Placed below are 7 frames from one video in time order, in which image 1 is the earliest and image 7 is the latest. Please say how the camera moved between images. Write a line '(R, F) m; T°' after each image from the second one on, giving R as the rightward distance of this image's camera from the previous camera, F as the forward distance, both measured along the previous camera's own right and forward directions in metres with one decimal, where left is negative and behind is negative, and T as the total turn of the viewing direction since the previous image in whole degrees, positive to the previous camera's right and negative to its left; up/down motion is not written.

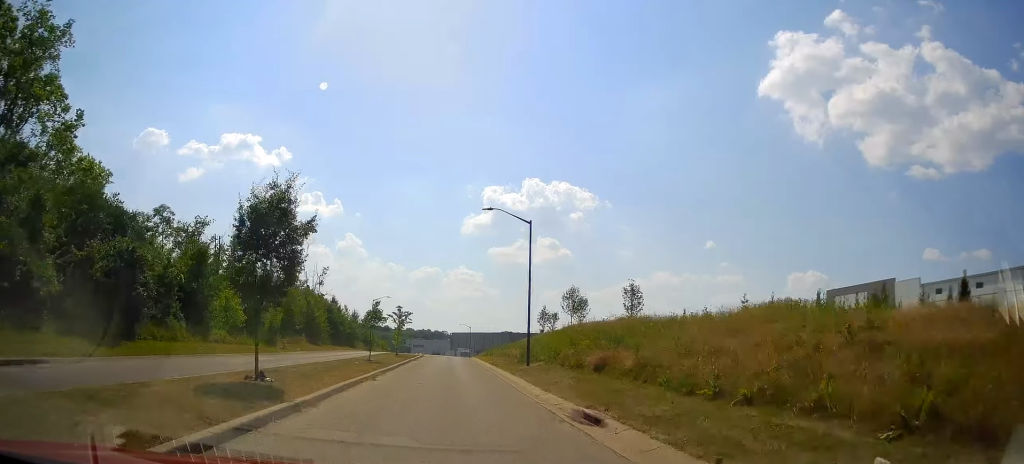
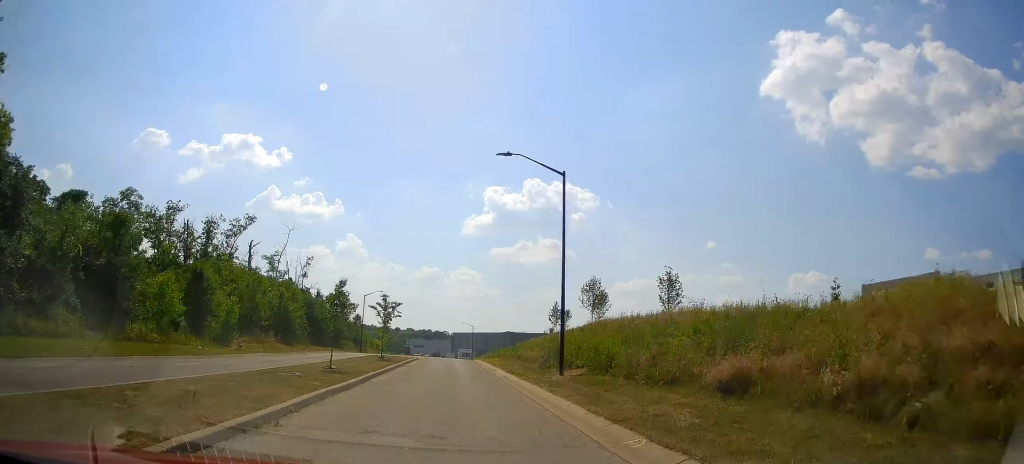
(-0.2, +9.7) m; -1°
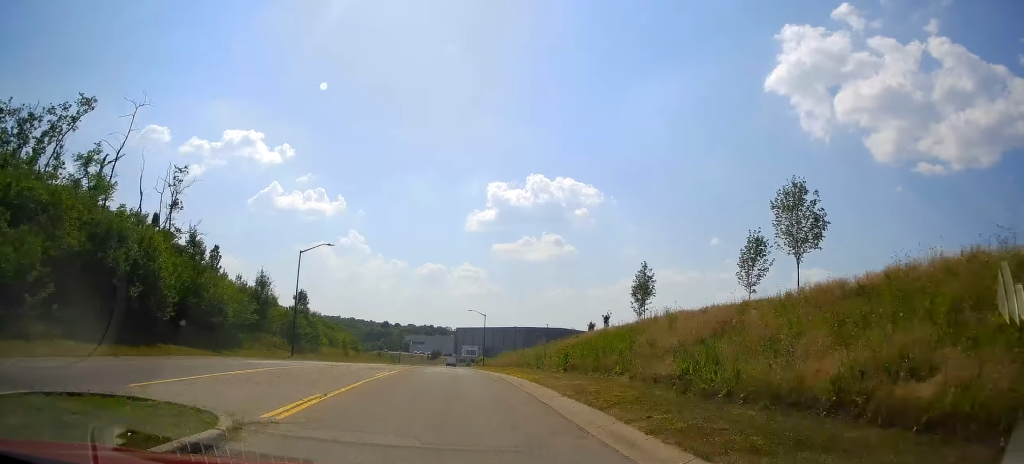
(+1.4, +38.8) m; +5°
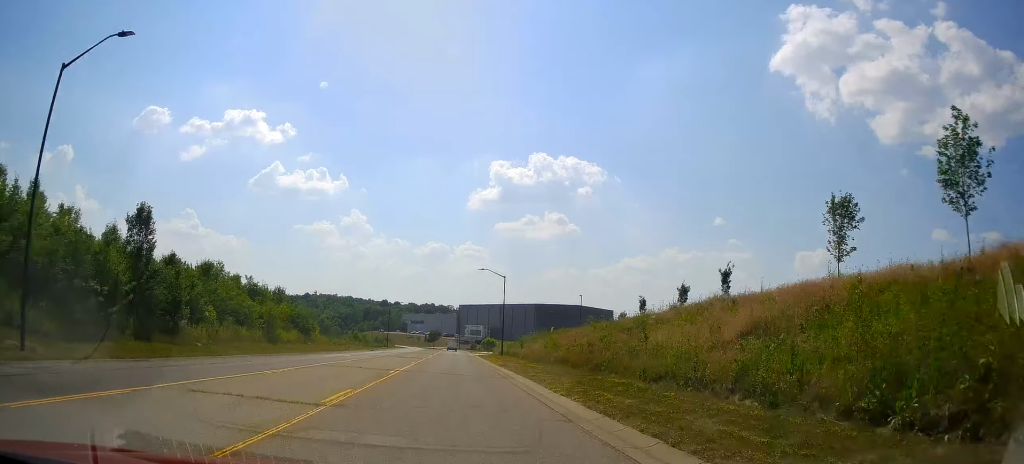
(+2.1, +40.8) m; 0°
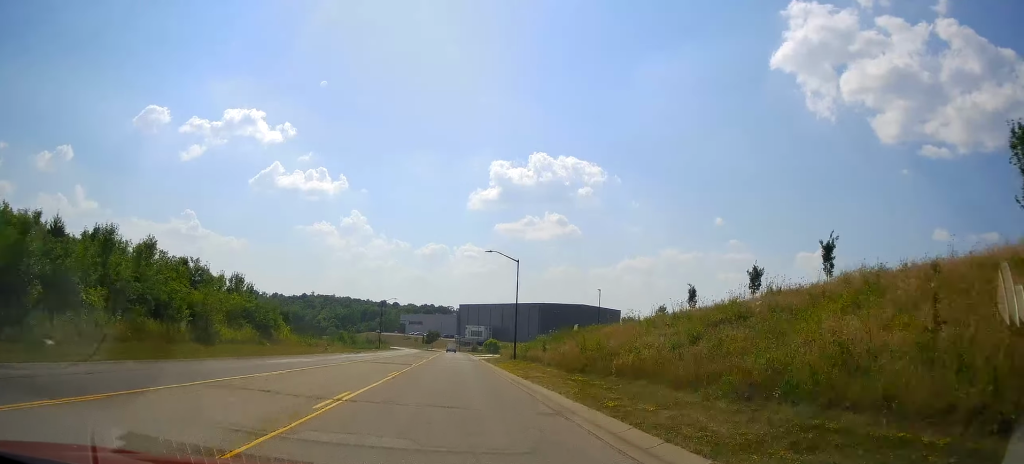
(-1.4, +16.4) m; -4°
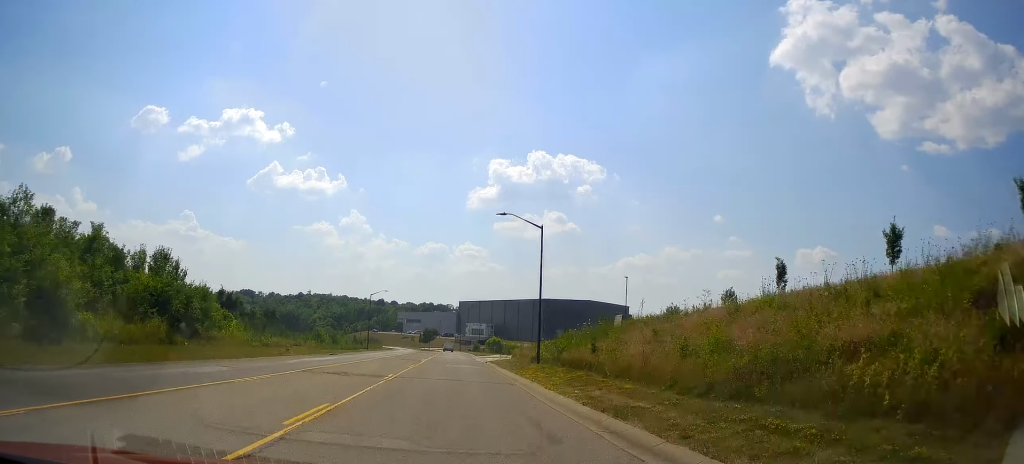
(-0.2, +17.5) m; 0°
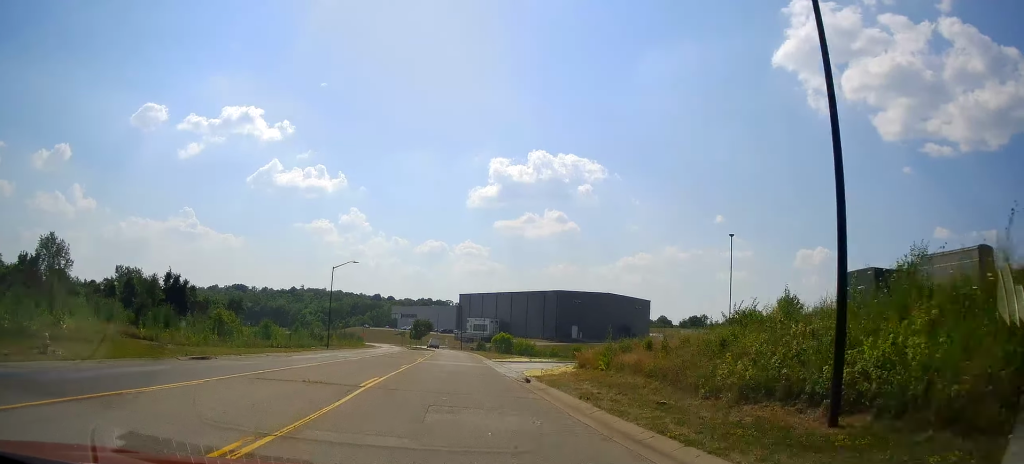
(+0.5, +33.7) m; +2°
